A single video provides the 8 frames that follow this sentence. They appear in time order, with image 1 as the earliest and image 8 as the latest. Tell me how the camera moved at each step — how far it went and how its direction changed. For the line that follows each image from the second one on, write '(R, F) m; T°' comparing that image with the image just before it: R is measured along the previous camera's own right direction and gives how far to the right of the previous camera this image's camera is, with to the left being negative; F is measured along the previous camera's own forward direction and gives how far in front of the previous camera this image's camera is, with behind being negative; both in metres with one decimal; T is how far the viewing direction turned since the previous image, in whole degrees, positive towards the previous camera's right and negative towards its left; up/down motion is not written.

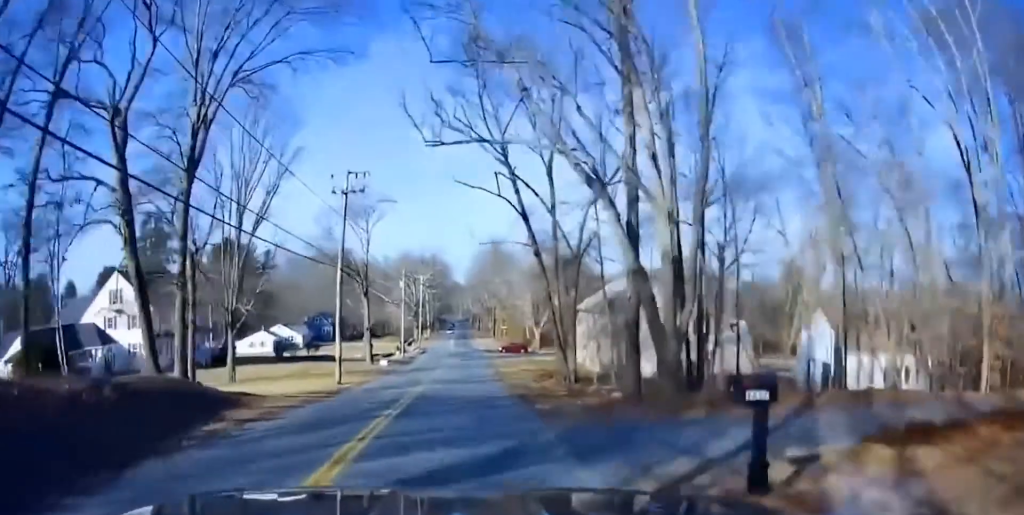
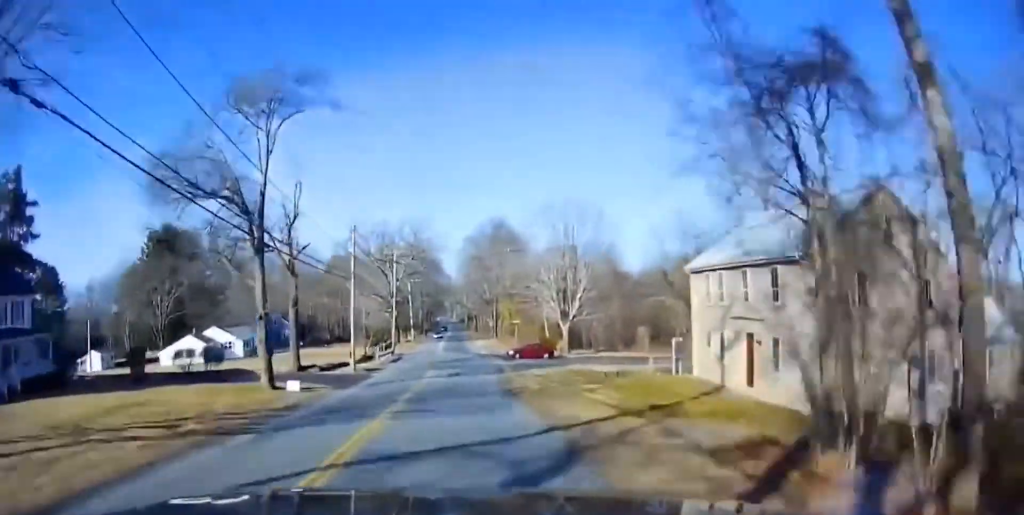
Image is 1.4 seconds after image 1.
(+0.6, +28.0) m; +1°
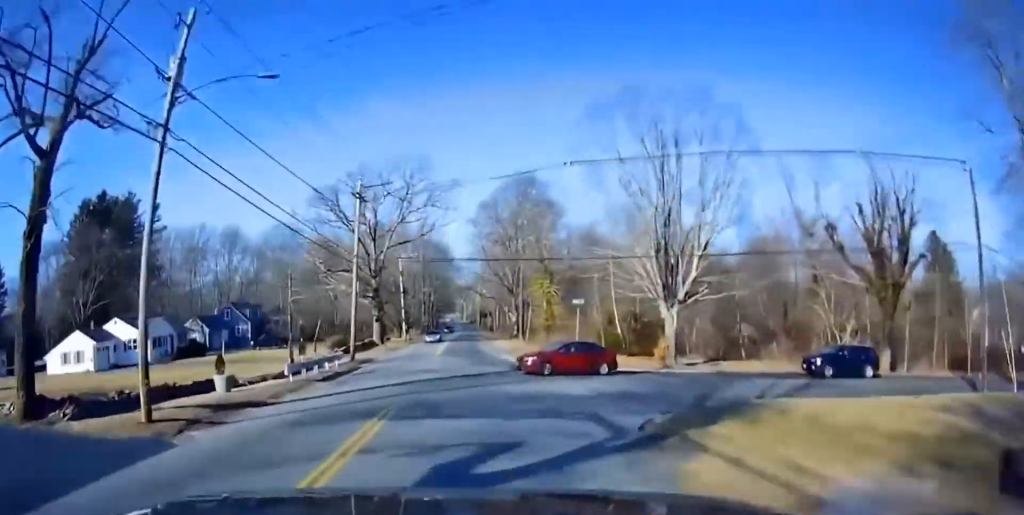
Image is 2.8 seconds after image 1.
(0.0, +29.1) m; 0°
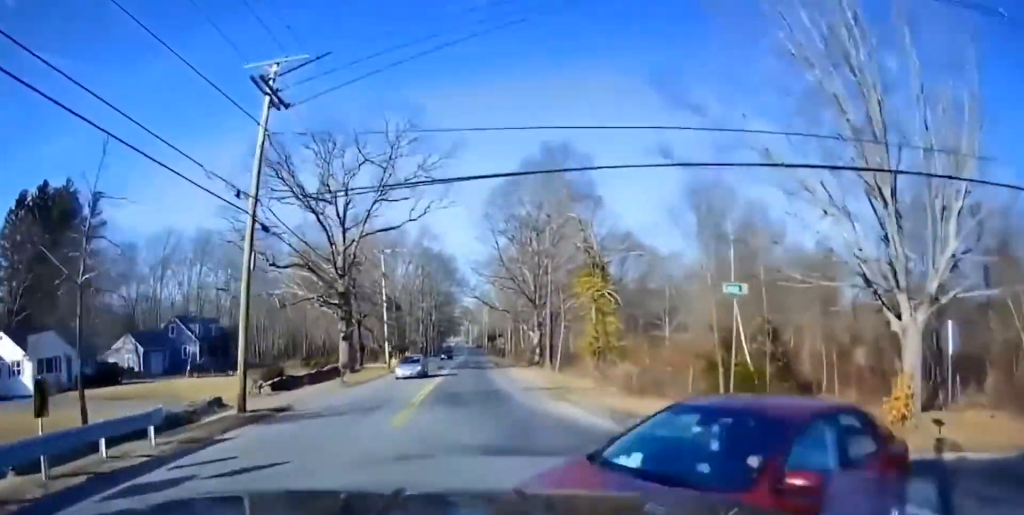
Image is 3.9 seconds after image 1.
(-0.2, +22.2) m; -1°
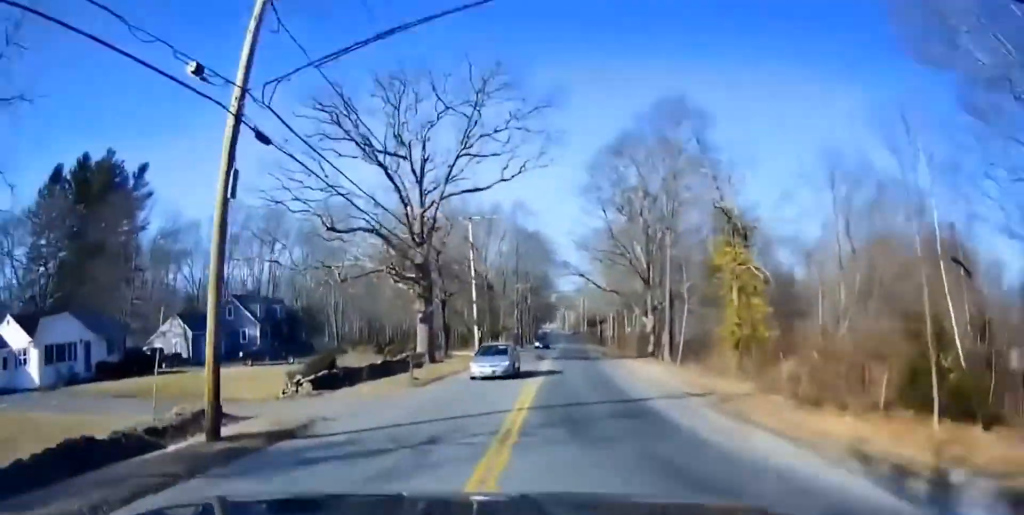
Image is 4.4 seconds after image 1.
(0.0, +9.0) m; -1°
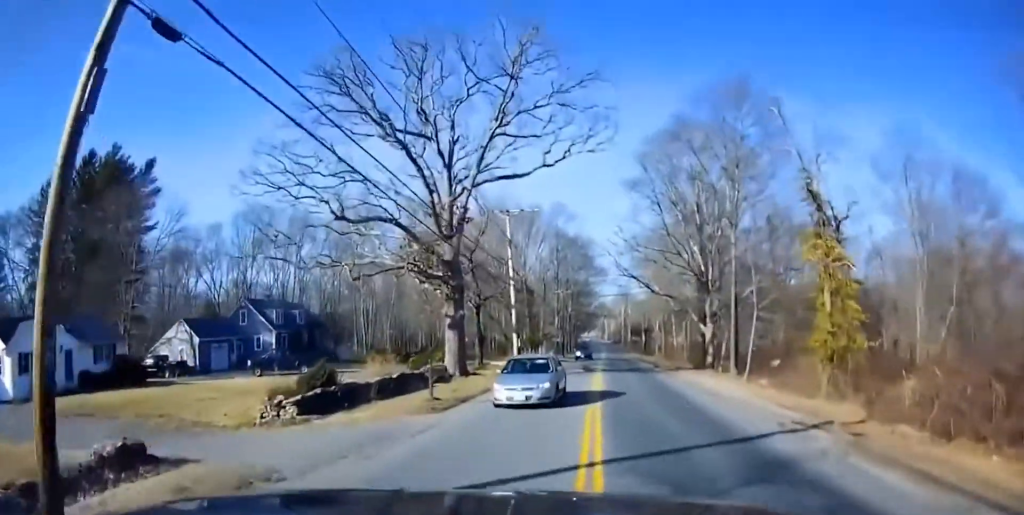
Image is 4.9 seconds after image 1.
(+0.2, +8.1) m; -2°
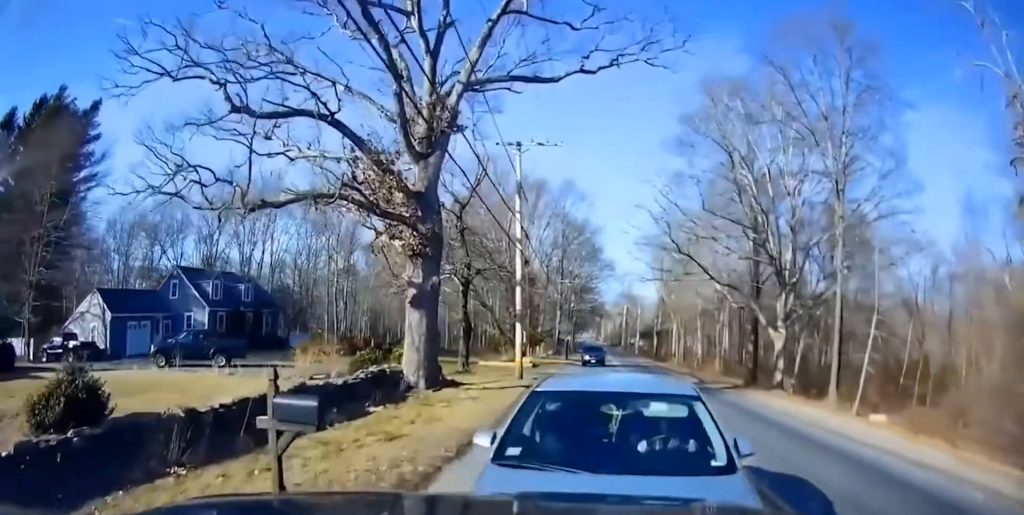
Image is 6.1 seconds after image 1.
(-1.2, +17.1) m; -9°
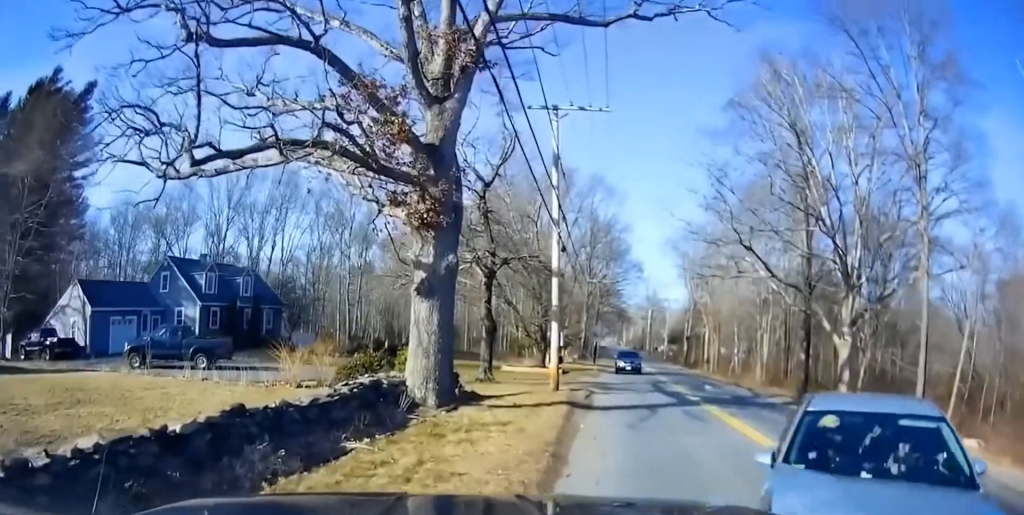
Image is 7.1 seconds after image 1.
(-0.7, +9.1) m; -7°
